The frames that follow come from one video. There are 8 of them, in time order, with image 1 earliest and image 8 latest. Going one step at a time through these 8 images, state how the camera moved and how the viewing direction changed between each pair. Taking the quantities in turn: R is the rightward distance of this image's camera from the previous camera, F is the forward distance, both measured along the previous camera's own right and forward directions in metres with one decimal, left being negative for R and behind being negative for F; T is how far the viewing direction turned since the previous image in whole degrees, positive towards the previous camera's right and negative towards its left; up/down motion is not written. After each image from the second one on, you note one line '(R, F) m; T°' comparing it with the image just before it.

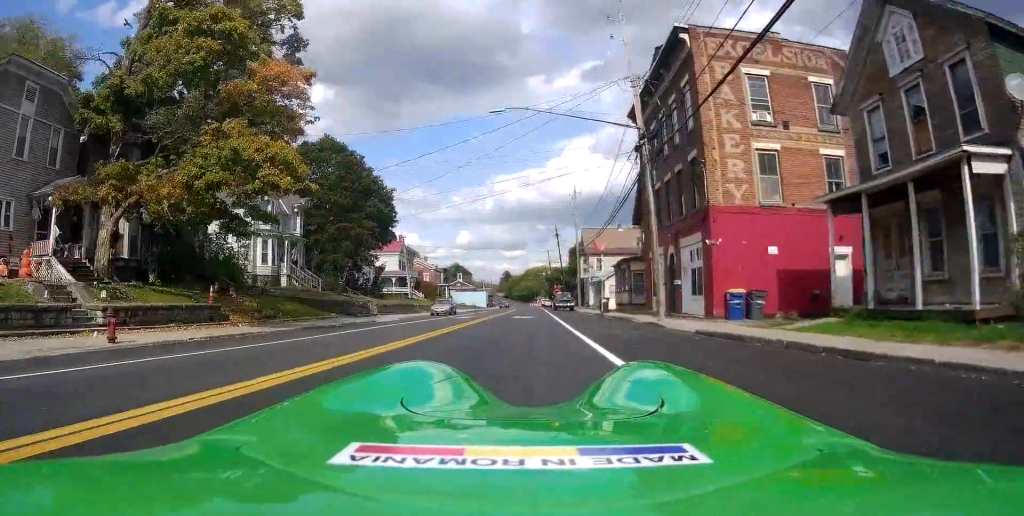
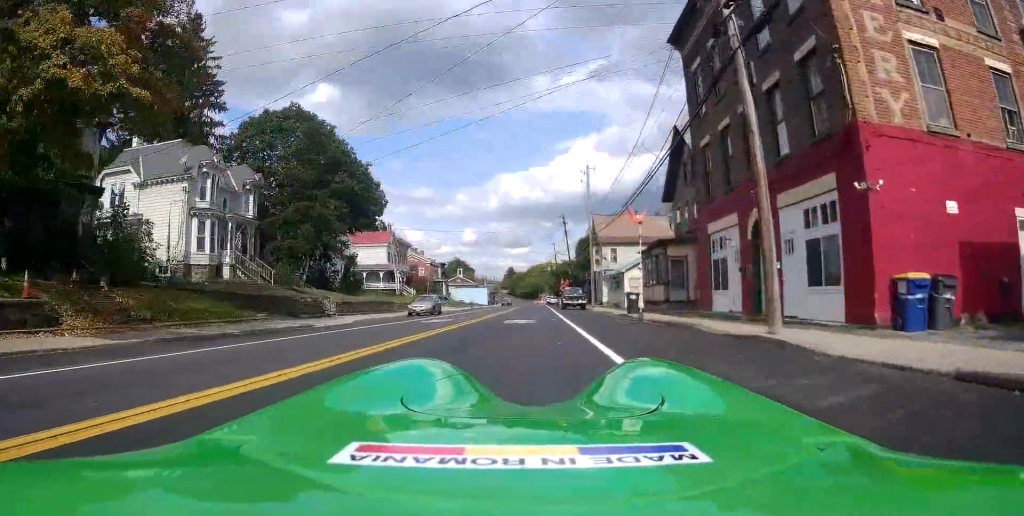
(0.0, +11.2) m; 0°
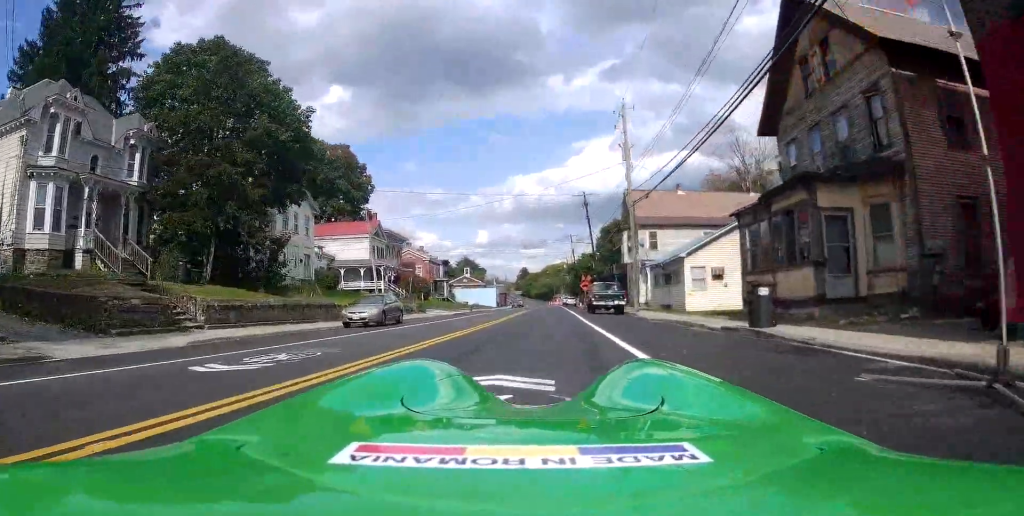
(0.0, +15.5) m; 0°
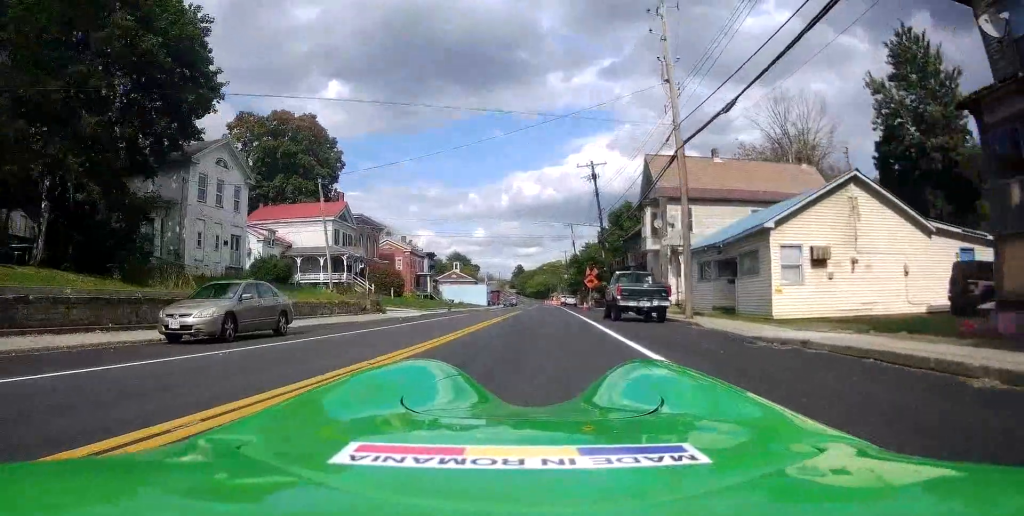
(0.0, +11.6) m; -1°
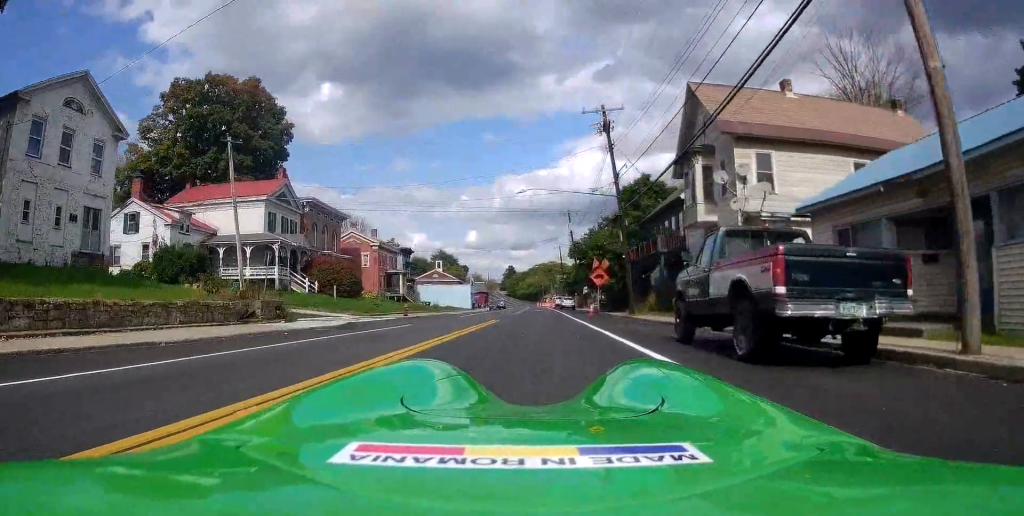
(-0.2, +14.5) m; +1°
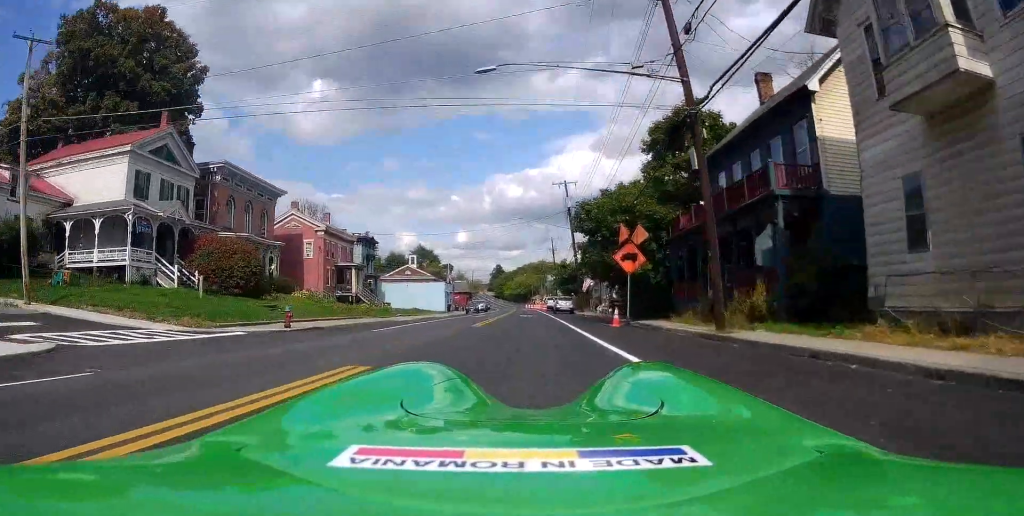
(+0.3, +17.6) m; -1°
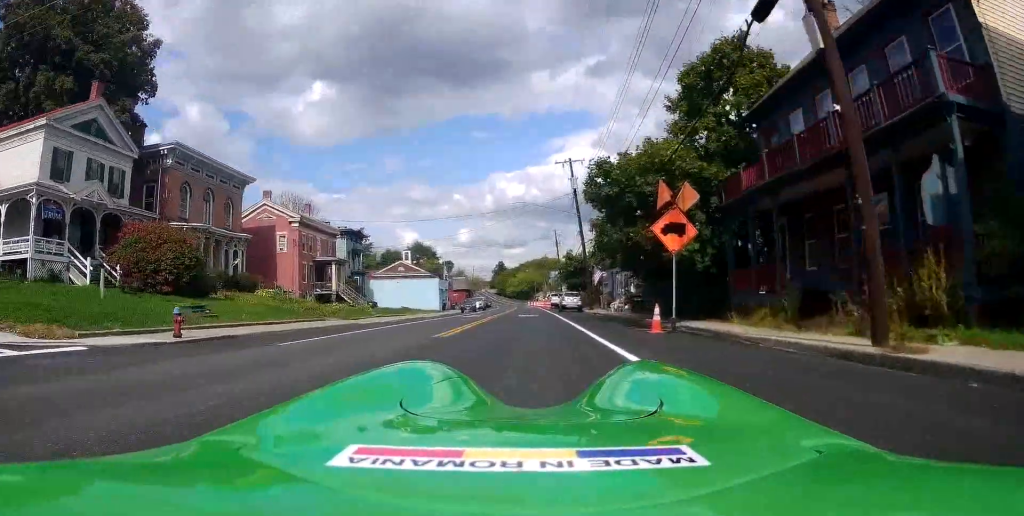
(-0.2, +7.6) m; -1°
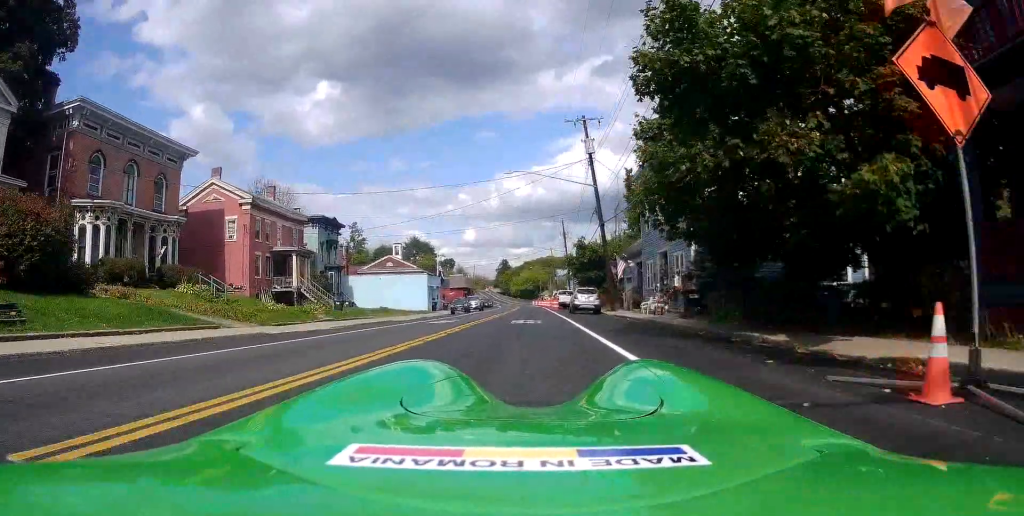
(0.0, +11.5) m; +2°
